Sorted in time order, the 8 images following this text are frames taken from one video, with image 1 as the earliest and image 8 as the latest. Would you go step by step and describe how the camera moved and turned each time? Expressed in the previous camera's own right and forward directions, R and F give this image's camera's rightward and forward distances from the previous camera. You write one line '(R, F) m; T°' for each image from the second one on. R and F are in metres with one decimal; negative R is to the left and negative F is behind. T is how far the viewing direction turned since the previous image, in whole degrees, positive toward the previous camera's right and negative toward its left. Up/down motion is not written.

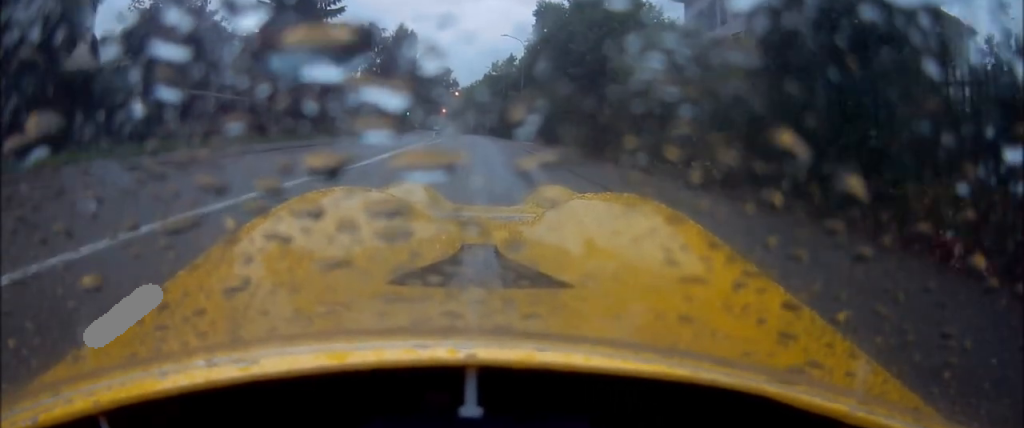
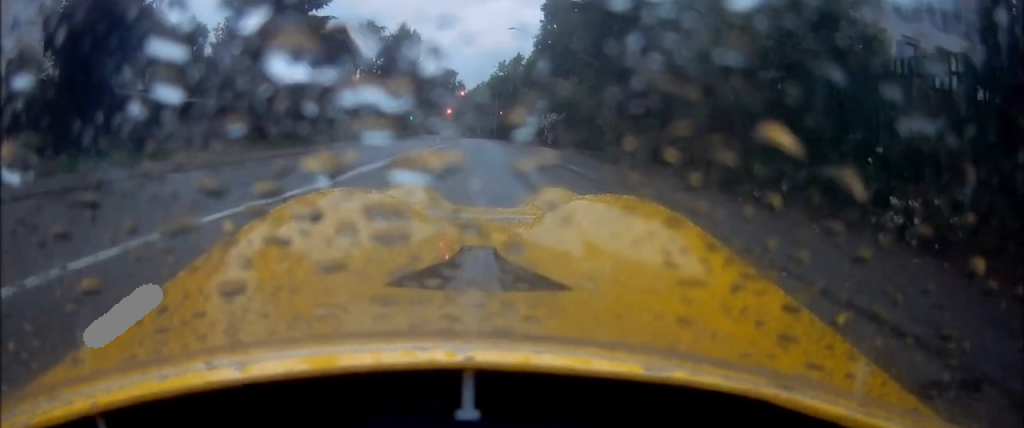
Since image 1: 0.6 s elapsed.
(0.0, +4.7) m; 0°
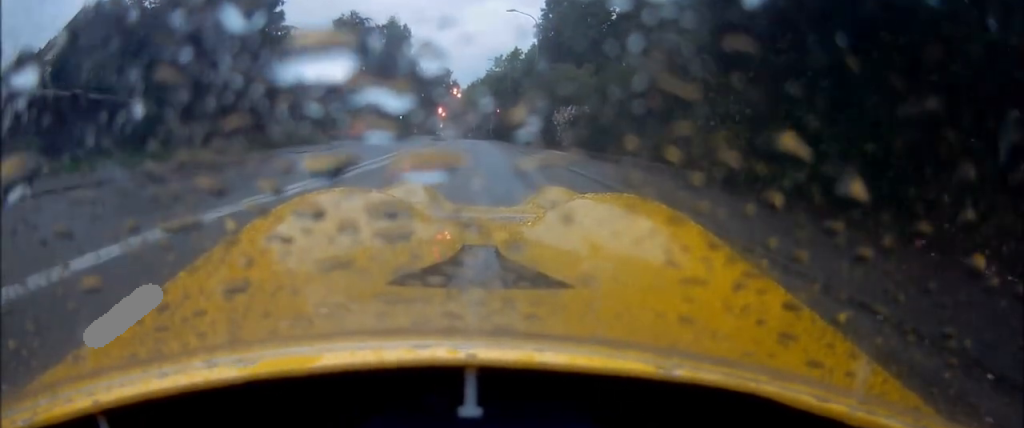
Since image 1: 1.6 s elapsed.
(+0.1, +7.5) m; +1°
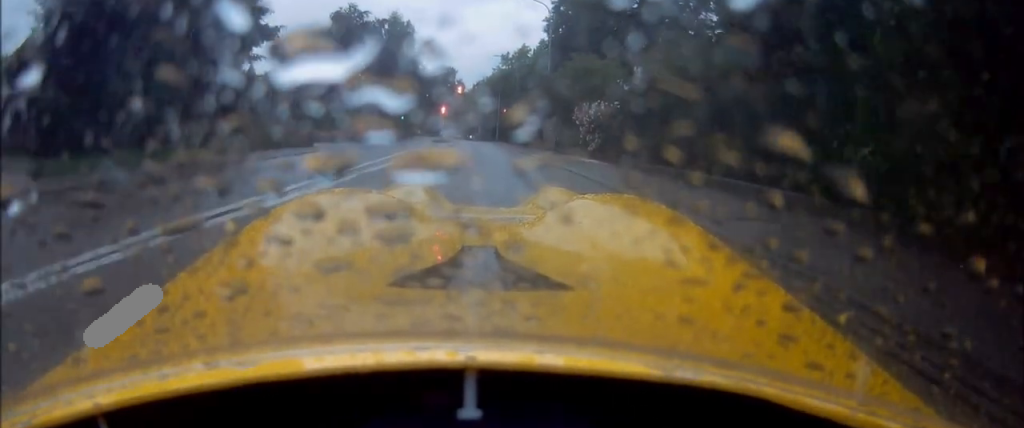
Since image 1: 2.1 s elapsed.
(+0.1, +4.3) m; -1°
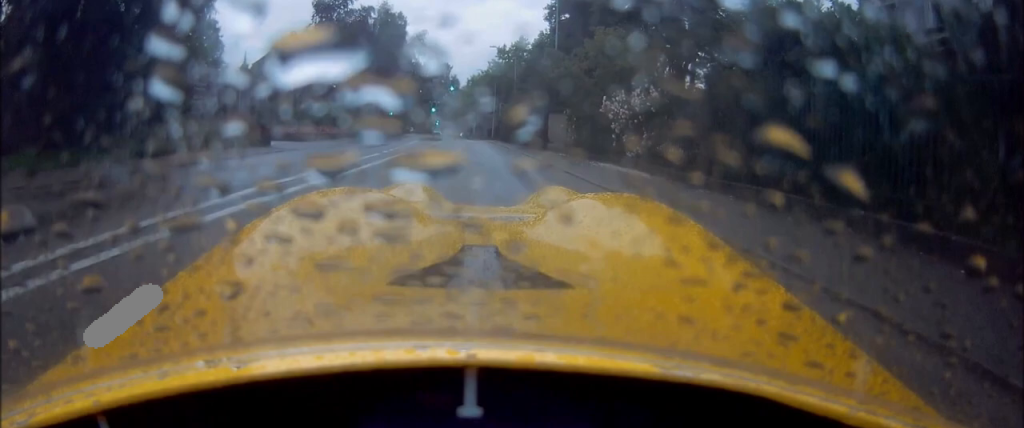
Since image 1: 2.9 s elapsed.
(-0.1, +5.8) m; 0°
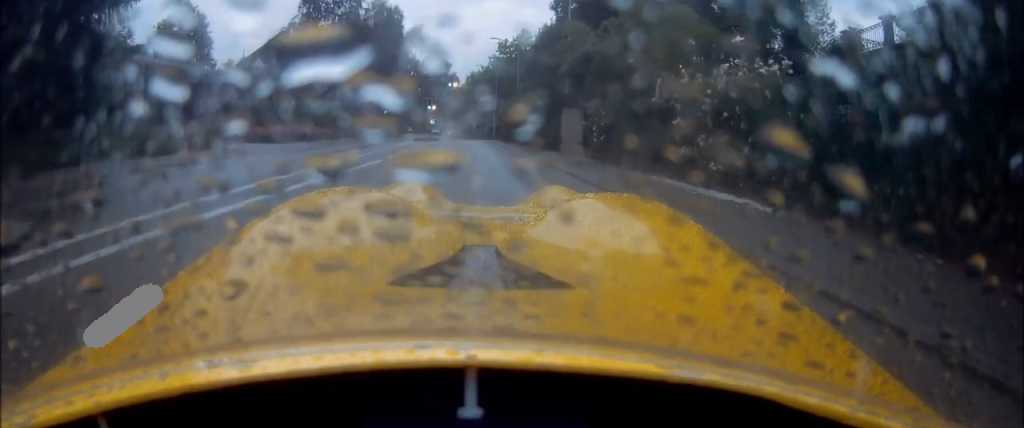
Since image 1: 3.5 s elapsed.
(-0.1, +4.7) m; 0°
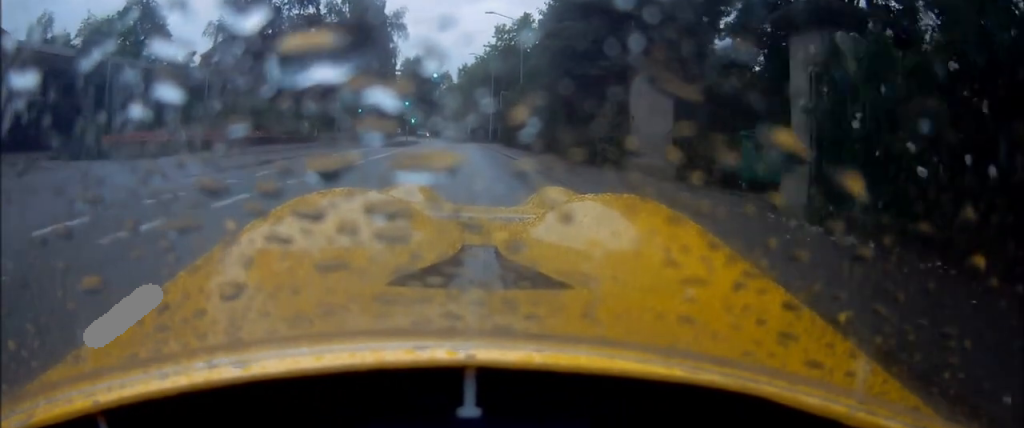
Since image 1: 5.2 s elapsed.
(+0.1, +12.3) m; 0°
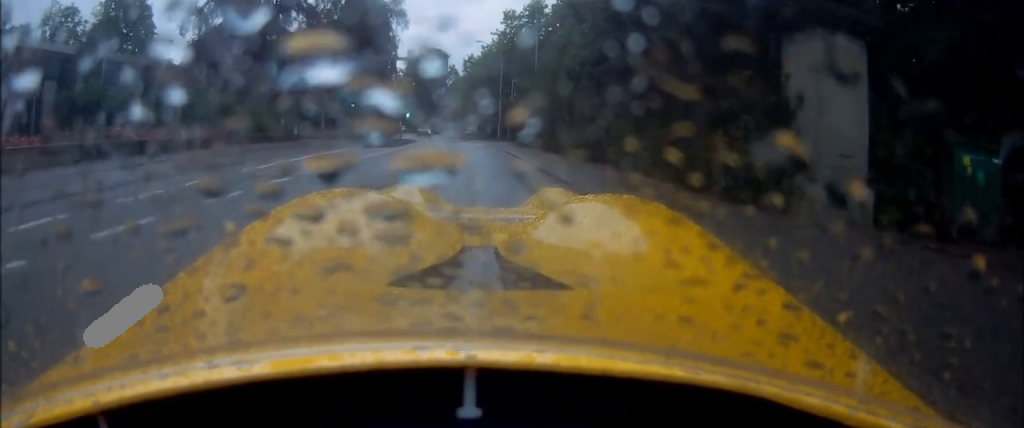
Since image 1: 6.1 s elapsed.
(0.0, +6.3) m; 0°
